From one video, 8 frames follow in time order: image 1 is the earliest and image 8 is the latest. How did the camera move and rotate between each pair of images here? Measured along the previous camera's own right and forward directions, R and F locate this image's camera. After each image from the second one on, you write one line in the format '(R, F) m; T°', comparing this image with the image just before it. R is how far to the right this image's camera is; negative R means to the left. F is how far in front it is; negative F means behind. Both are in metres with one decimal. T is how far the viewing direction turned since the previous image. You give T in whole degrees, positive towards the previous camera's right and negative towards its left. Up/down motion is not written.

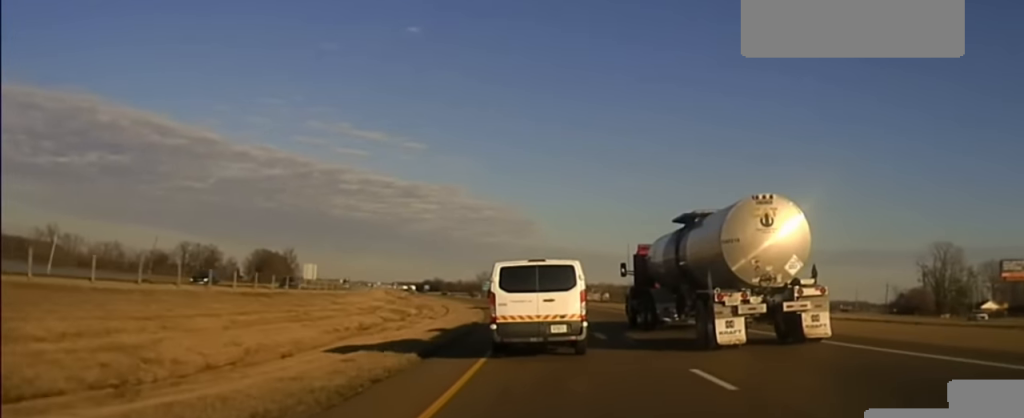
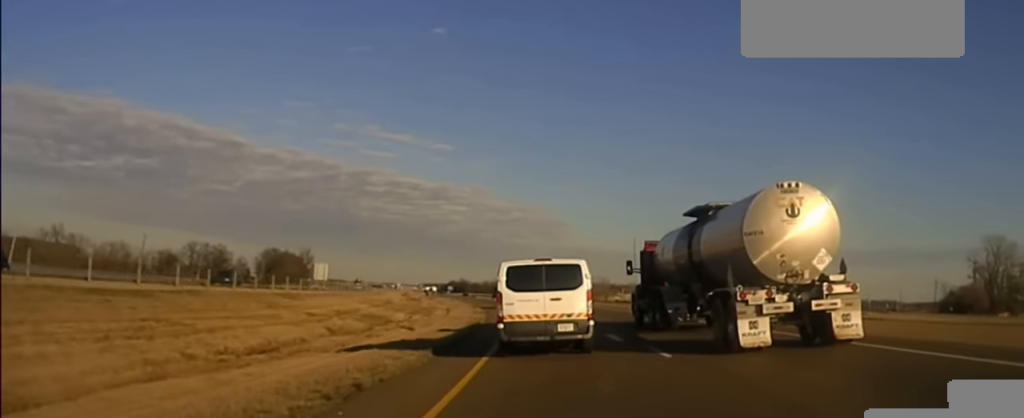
(-0.1, +16.7) m; -2°
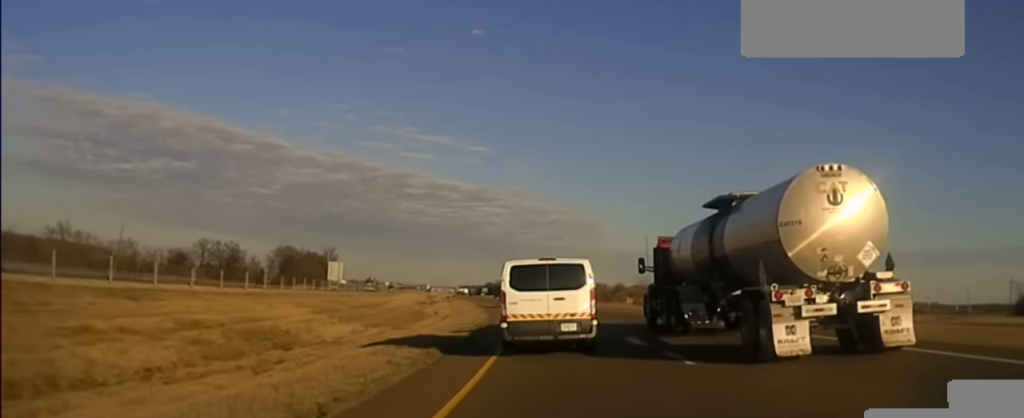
(-1.0, +28.2) m; -3°
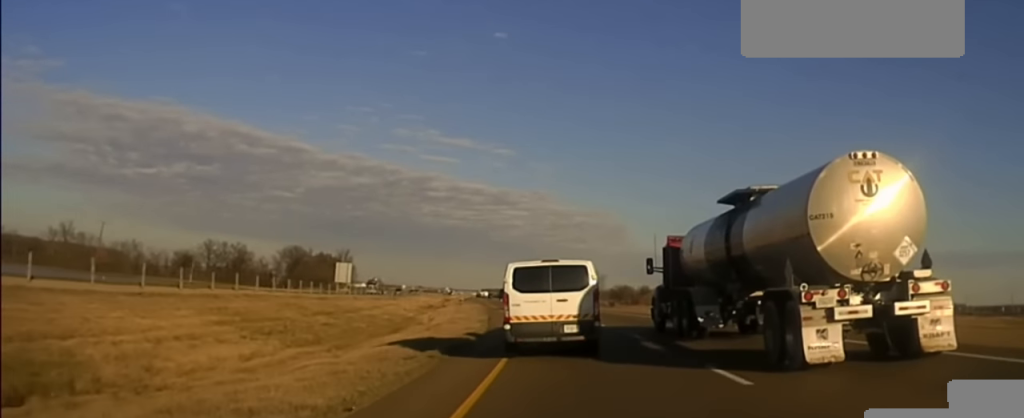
(-0.2, +15.1) m; -1°
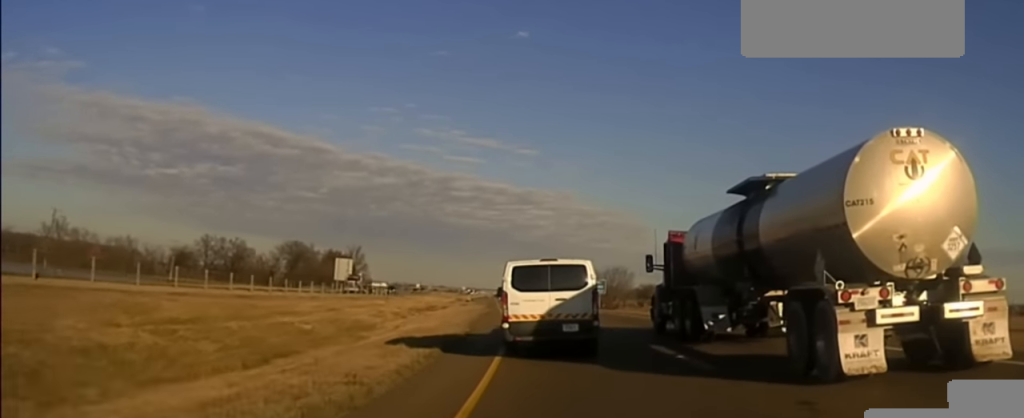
(-0.2, +21.9) m; -1°
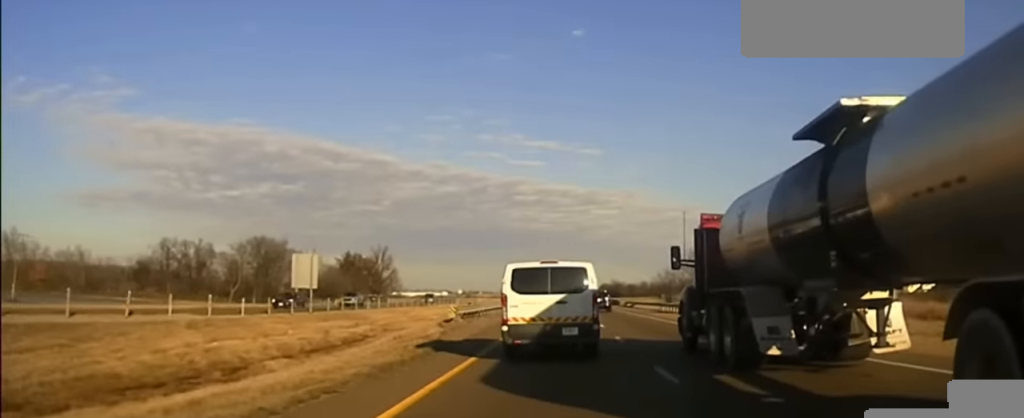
(-3.7, +74.8) m; -5°
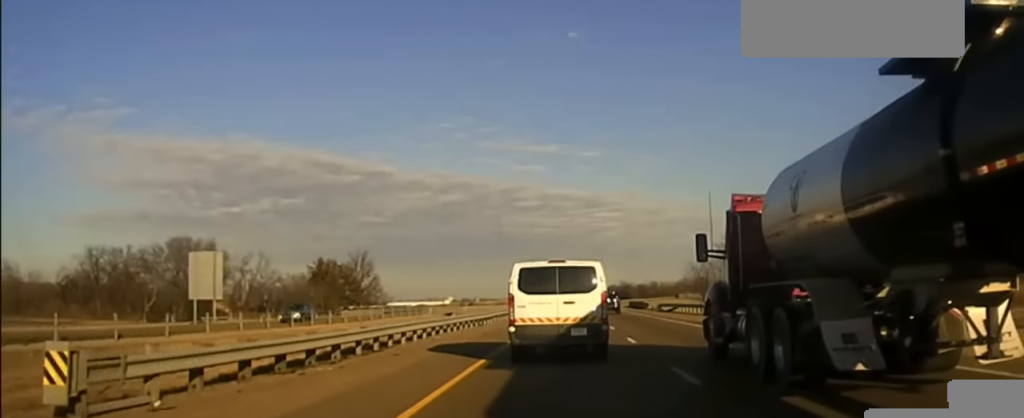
(-0.5, +36.4) m; 0°
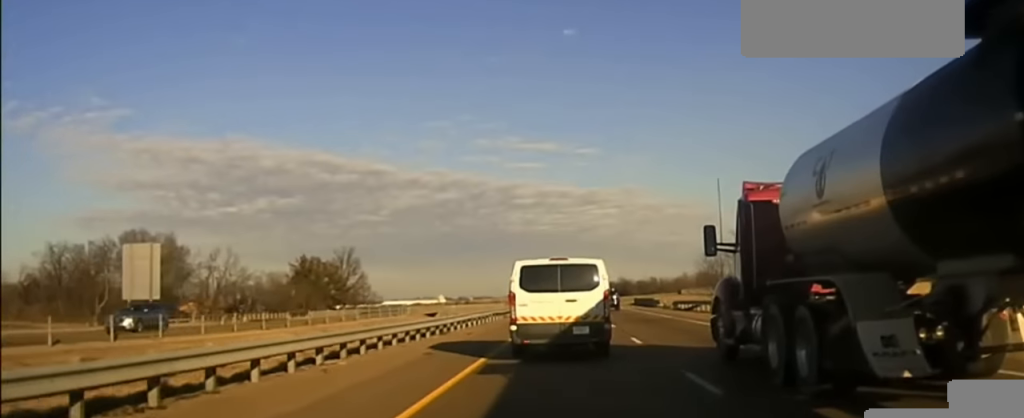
(-0.4, +13.7) m; 0°
